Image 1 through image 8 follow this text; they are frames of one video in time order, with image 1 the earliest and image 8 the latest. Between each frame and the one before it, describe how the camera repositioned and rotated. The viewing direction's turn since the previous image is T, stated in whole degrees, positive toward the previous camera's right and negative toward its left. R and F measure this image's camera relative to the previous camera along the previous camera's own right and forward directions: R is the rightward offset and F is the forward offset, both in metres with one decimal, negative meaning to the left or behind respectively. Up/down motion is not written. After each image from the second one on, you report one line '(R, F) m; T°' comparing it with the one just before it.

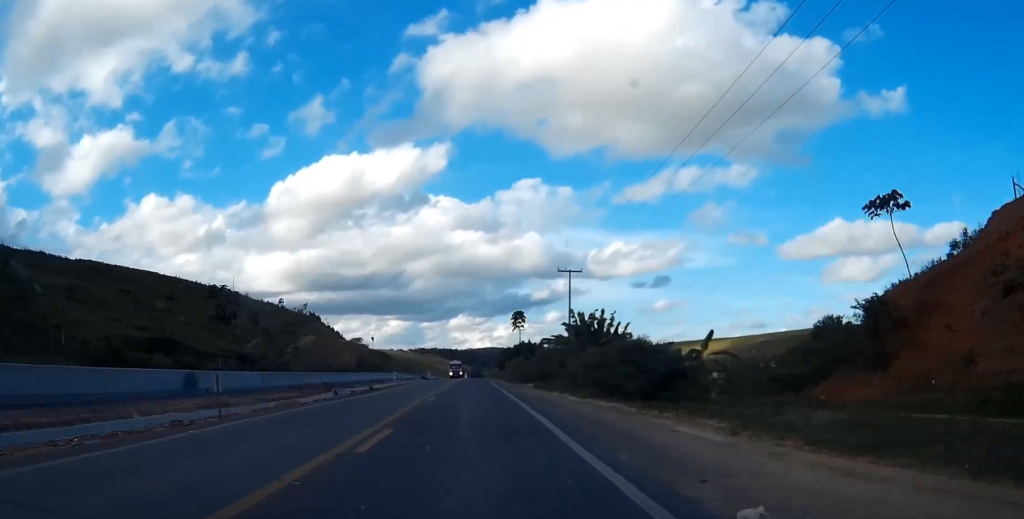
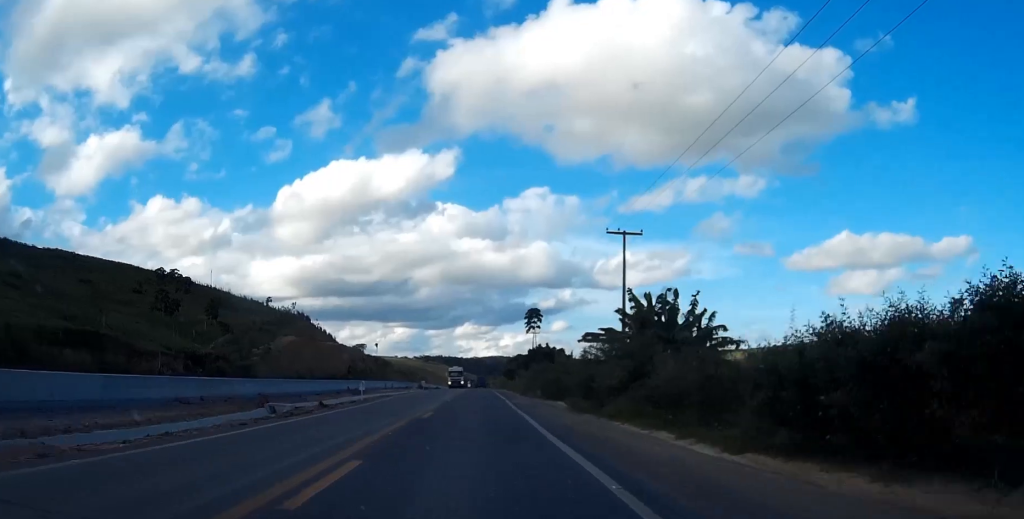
(-0.9, +19.9) m; -2°
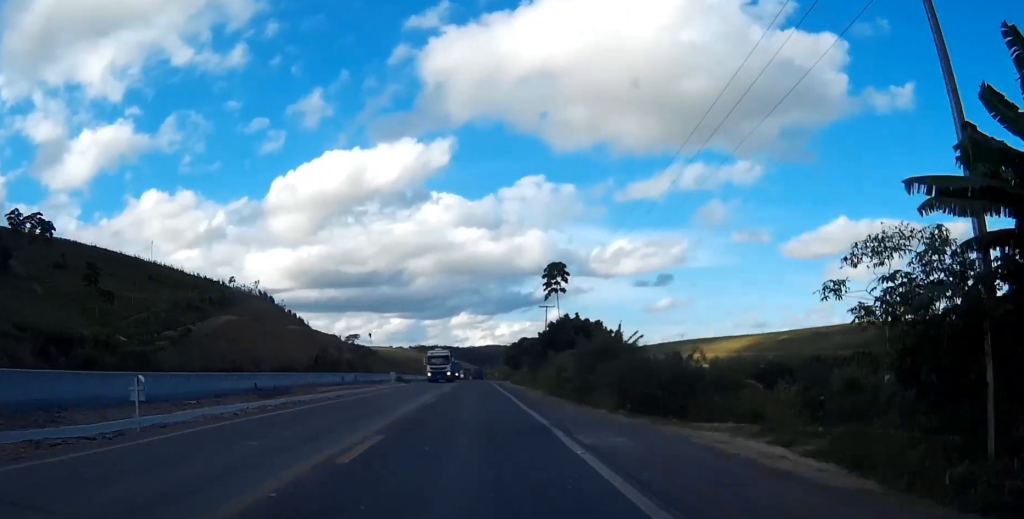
(-0.3, +29.2) m; -1°
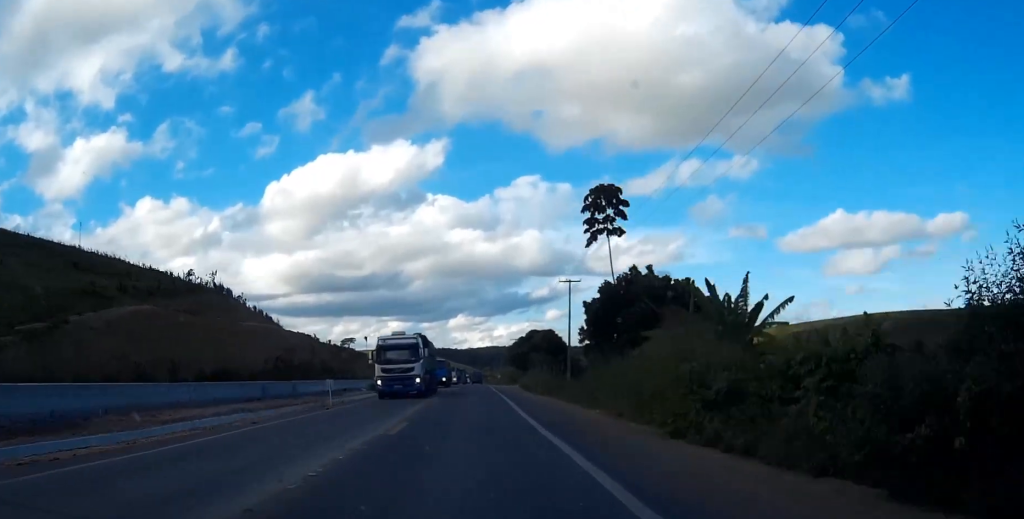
(0.0, +25.8) m; 0°
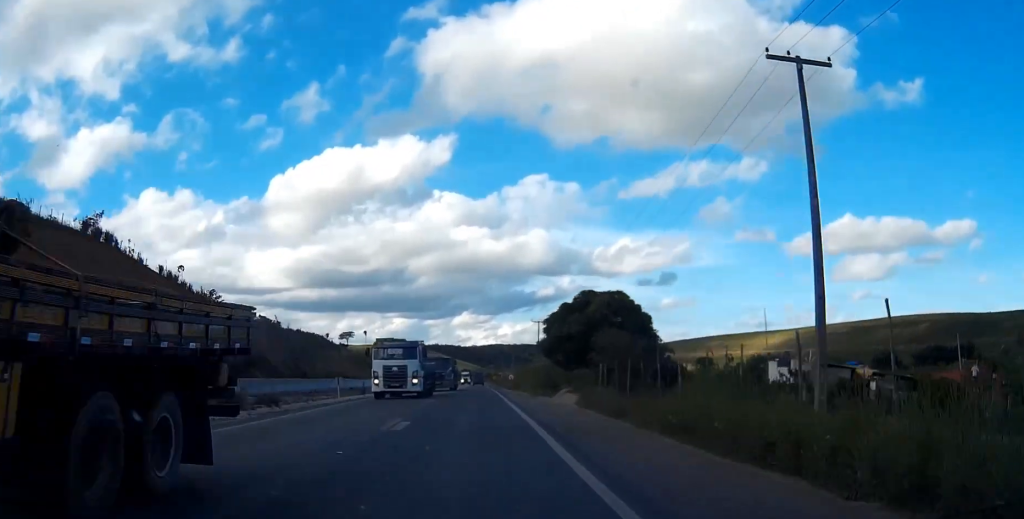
(0.0, +47.7) m; 0°
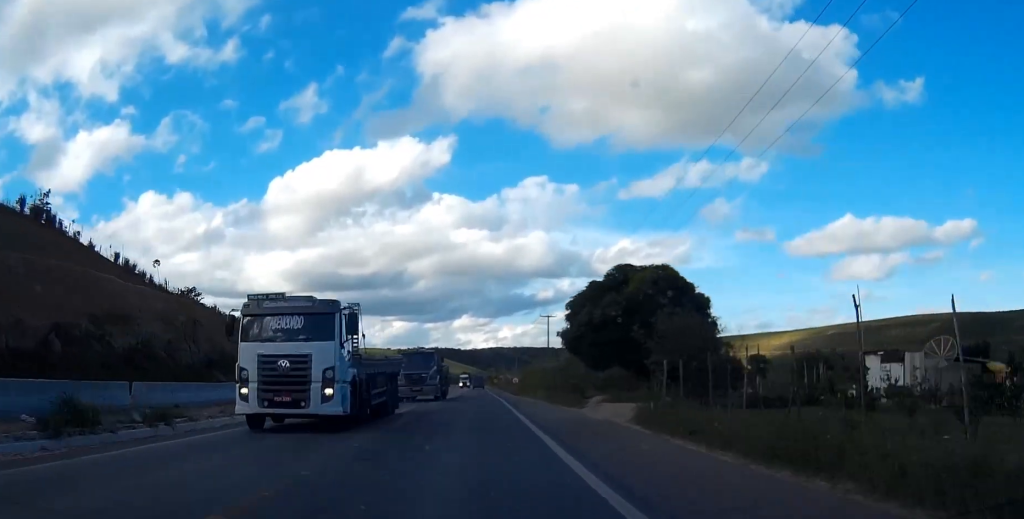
(0.0, +13.8) m; 0°
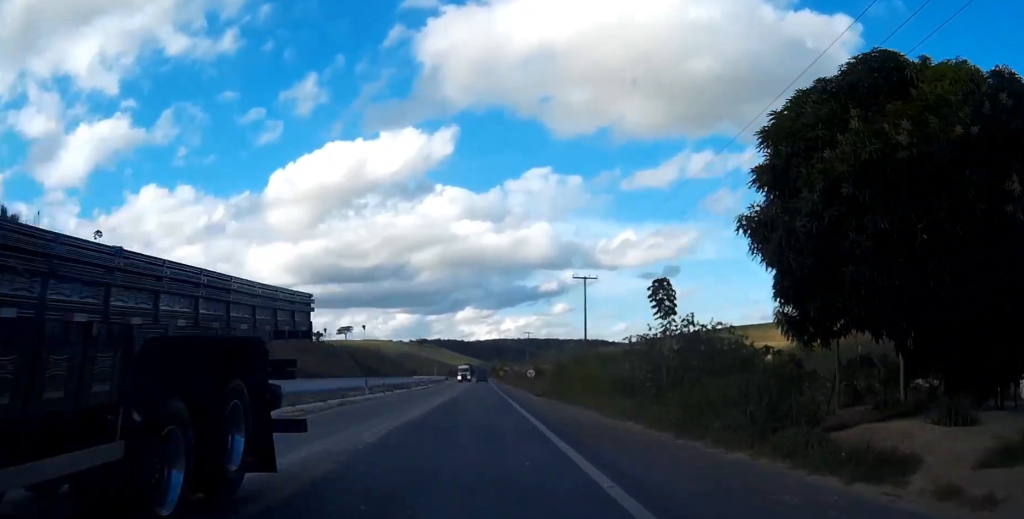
(0.0, +27.8) m; 0°
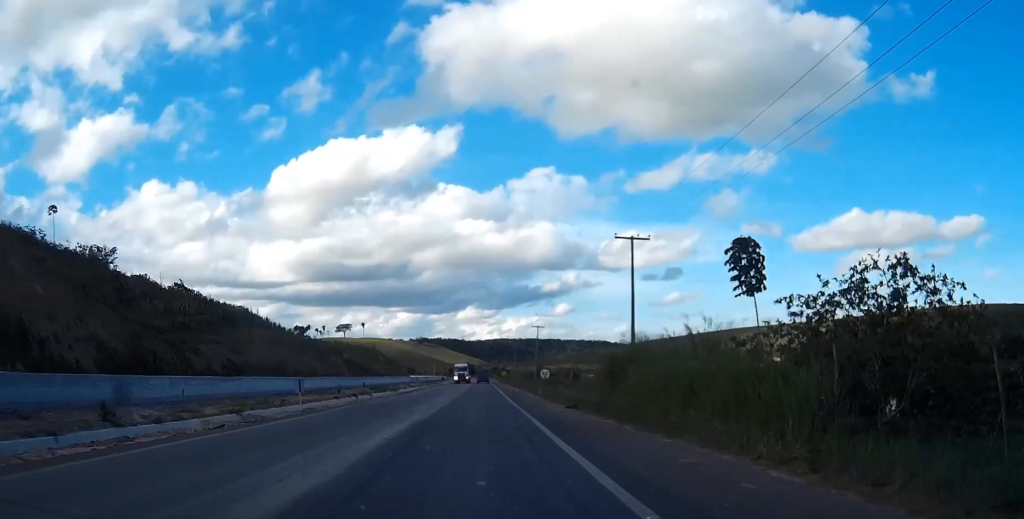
(0.0, +17.3) m; 0°
